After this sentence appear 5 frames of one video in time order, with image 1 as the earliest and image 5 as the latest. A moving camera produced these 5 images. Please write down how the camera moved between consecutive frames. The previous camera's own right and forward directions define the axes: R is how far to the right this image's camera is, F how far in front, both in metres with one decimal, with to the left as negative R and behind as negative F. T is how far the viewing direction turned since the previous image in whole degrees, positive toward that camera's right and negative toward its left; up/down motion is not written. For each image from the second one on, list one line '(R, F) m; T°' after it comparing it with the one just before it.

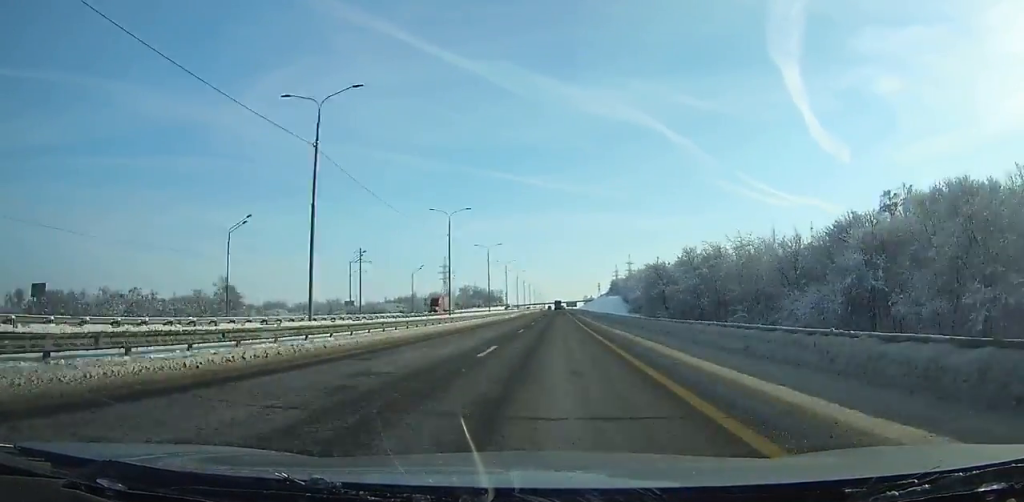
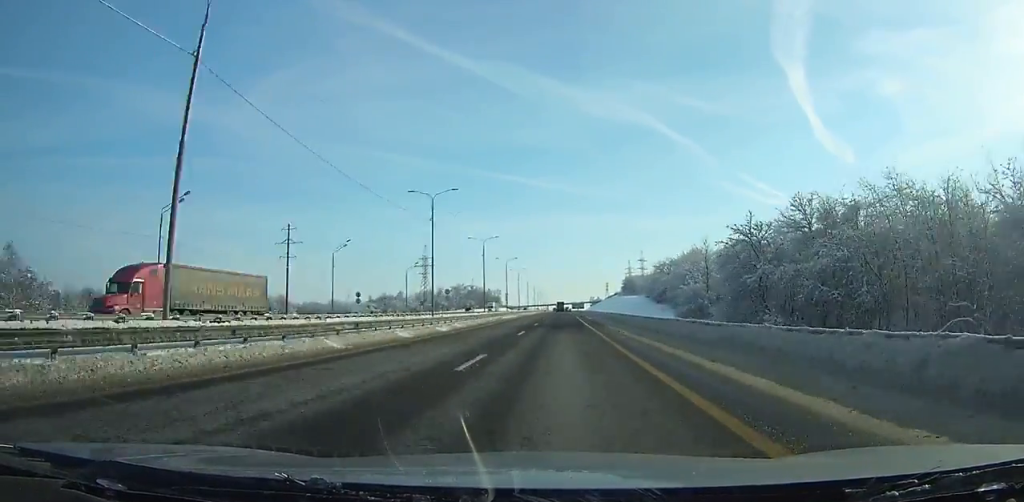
(+0.1, +51.6) m; 0°
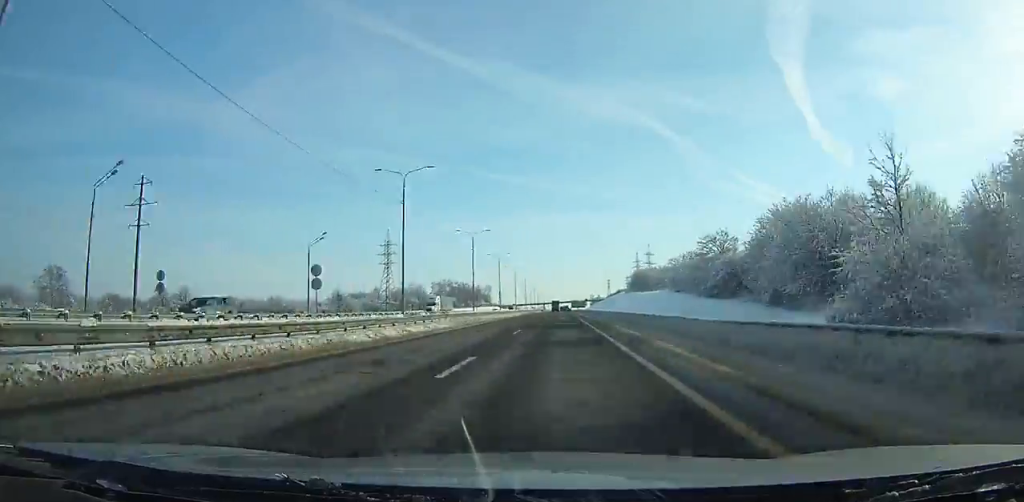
(0.0, +48.9) m; 0°
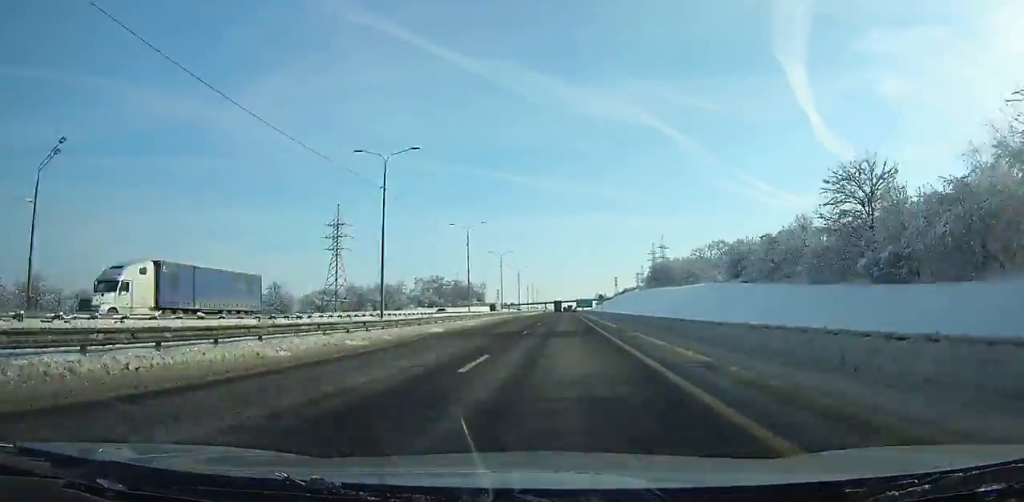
(0.0, +46.4) m; 0°
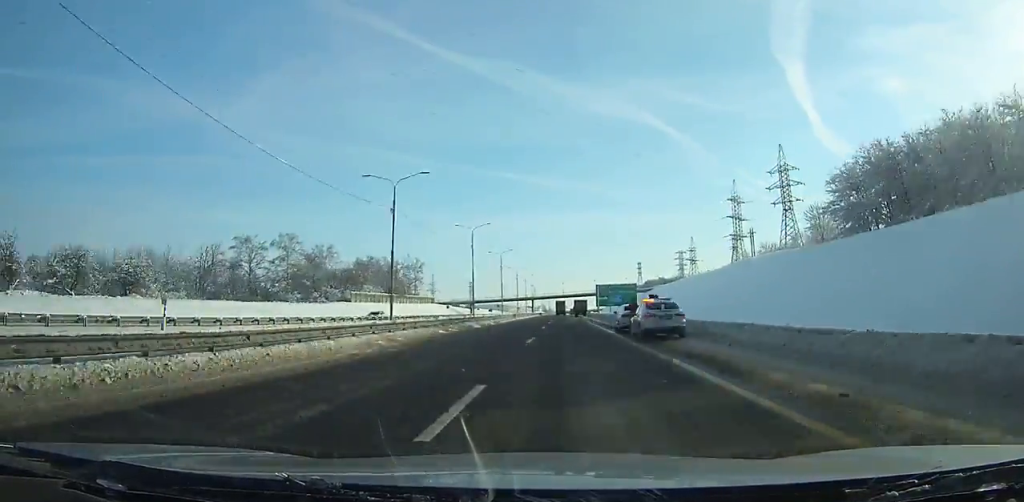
(+0.6, +164.5) m; 0°
